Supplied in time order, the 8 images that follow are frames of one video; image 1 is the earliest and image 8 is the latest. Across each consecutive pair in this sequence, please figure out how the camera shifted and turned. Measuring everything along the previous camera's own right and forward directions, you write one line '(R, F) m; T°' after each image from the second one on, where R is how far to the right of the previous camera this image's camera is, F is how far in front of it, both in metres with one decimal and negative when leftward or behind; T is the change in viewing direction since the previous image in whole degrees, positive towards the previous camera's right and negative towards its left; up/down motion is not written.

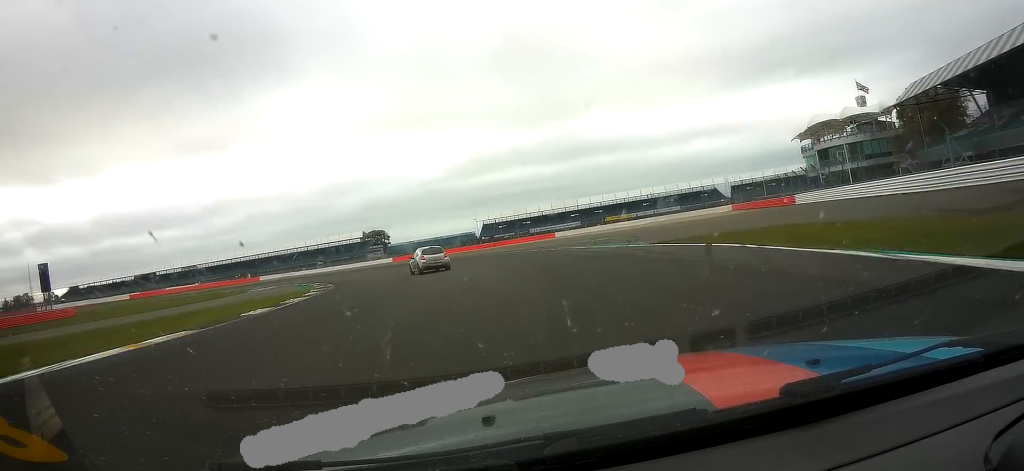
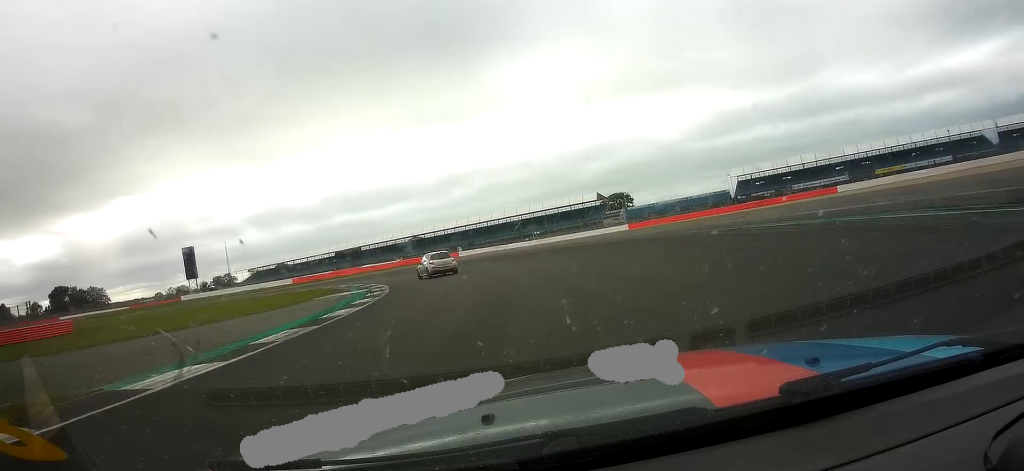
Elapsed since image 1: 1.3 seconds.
(-7.4, +32.4) m; -26°
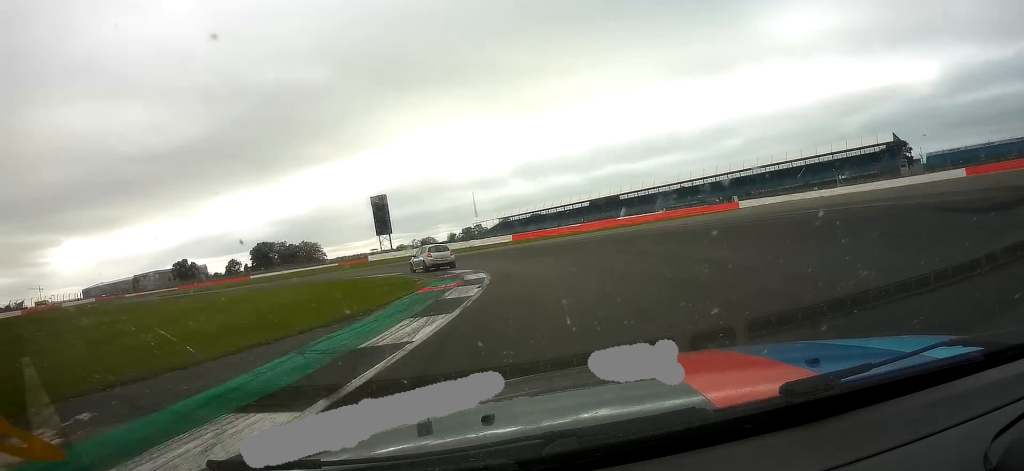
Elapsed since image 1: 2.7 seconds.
(-8.3, +33.6) m; -28°
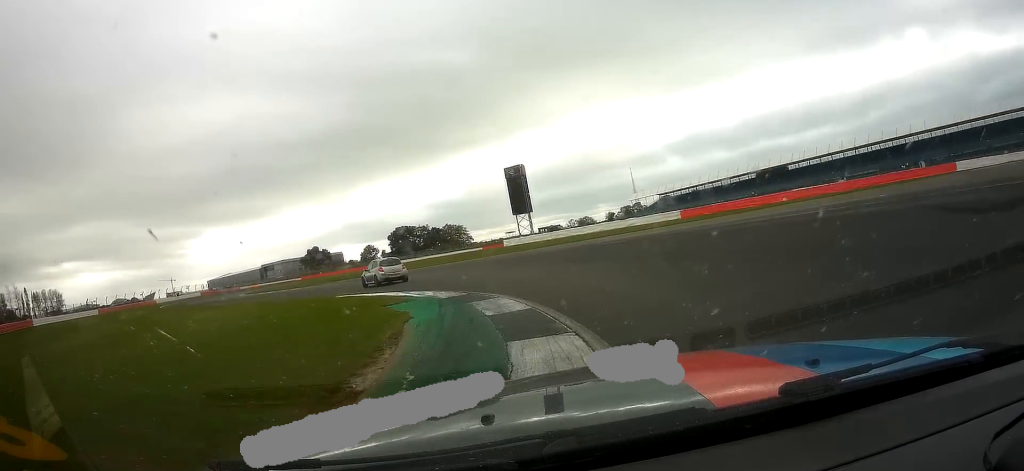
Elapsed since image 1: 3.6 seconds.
(-3.0, +21.3) m; -16°
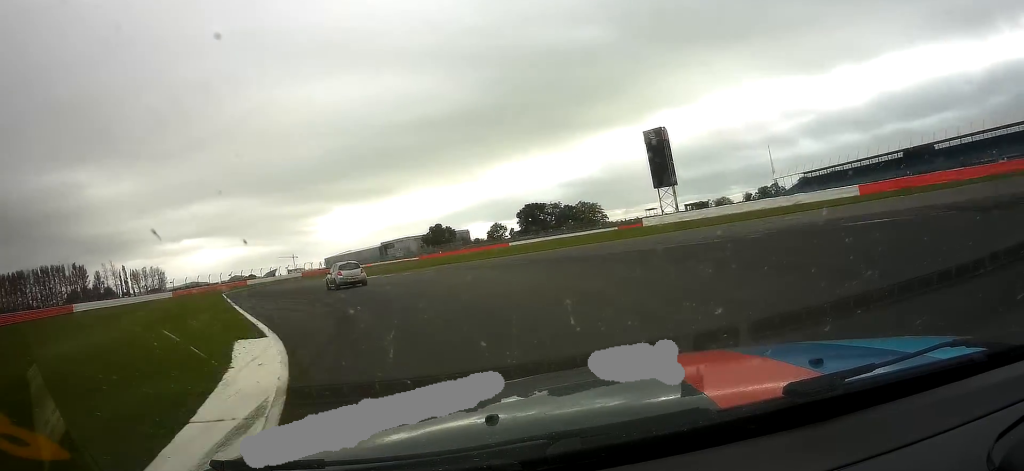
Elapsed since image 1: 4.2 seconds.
(-2.0, +16.2) m; -13°
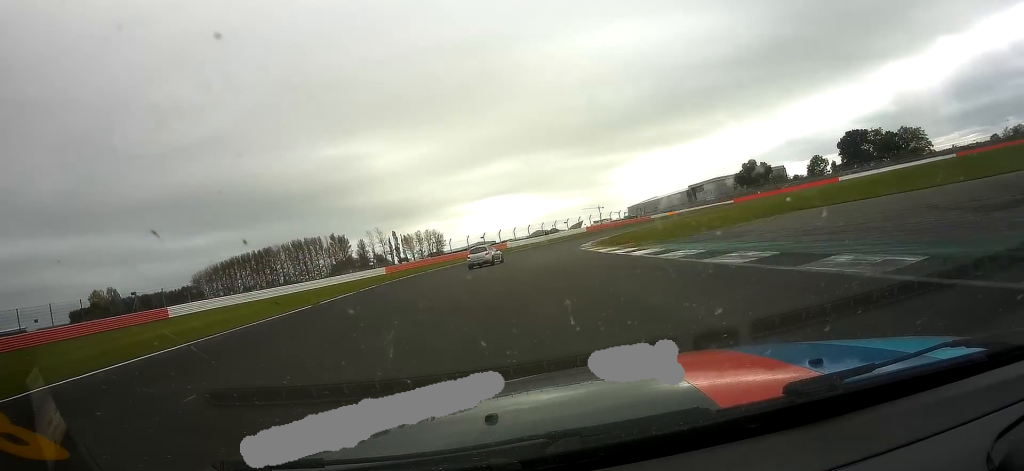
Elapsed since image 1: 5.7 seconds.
(-8.9, +35.0) m; -23°
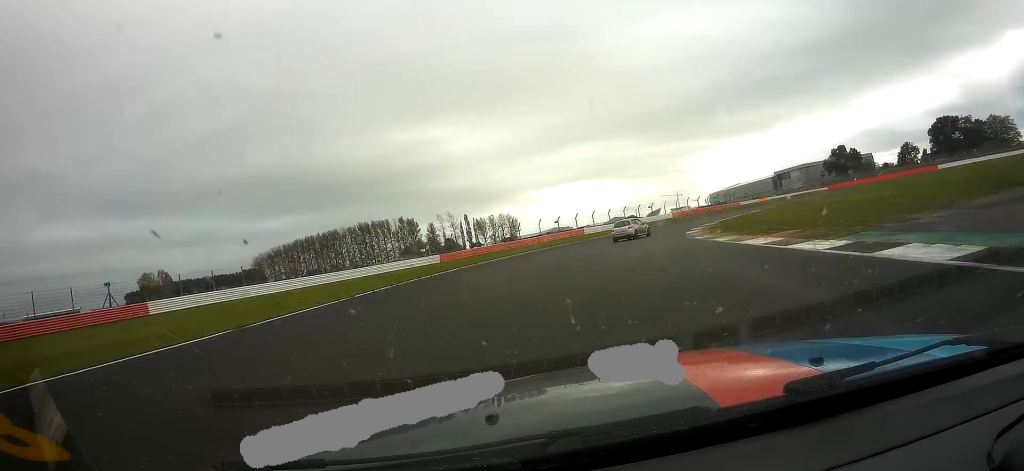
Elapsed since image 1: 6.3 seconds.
(-0.6, +14.3) m; +1°
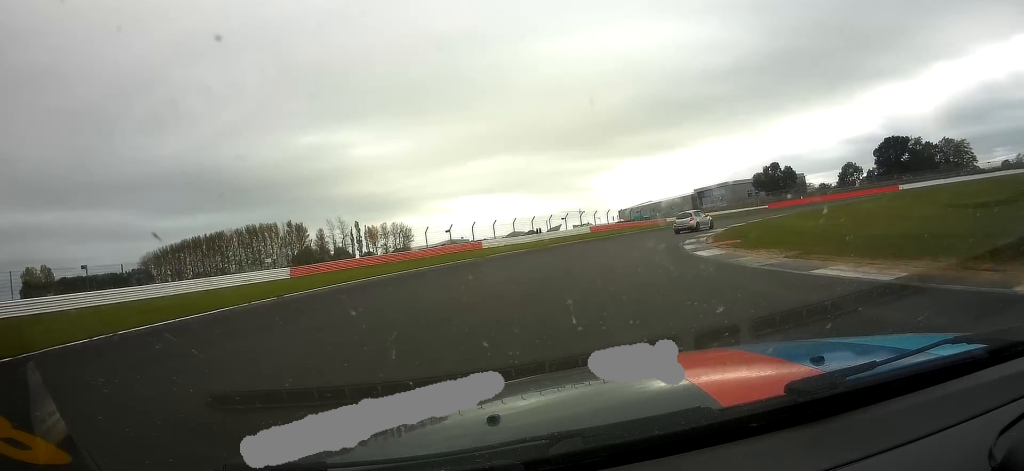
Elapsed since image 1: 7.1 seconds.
(-0.1, +19.4) m; +6°
